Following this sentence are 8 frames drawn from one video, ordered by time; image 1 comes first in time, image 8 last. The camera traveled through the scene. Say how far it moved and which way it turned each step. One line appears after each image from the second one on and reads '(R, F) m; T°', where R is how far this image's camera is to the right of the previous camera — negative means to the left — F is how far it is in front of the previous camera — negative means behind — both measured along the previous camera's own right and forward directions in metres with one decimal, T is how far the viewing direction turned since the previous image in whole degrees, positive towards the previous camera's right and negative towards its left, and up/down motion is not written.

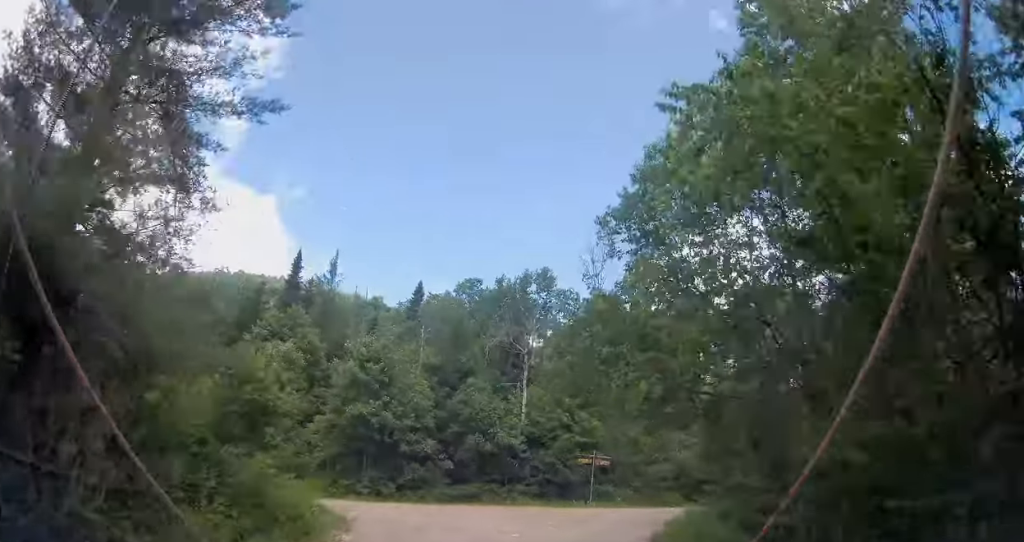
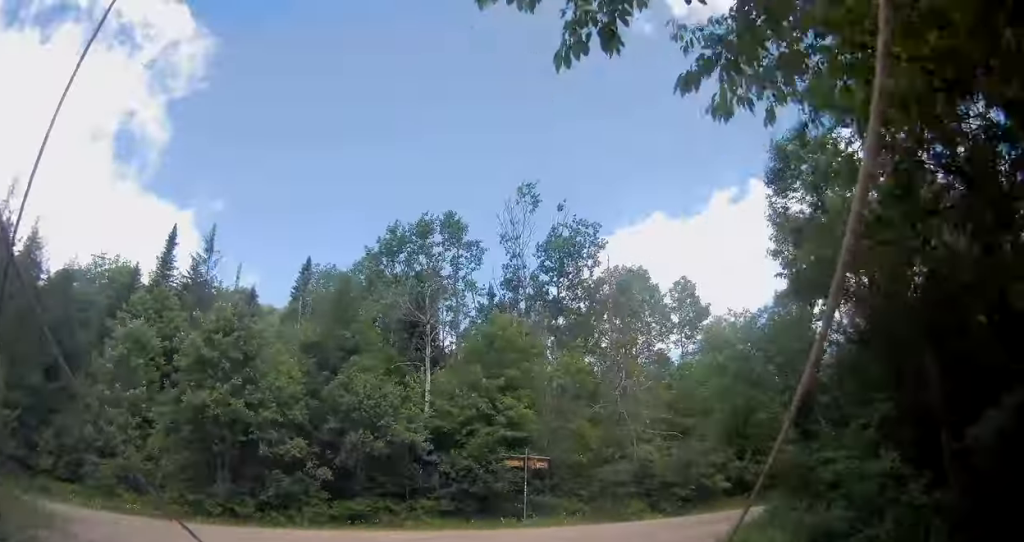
(0.0, +11.0) m; +5°
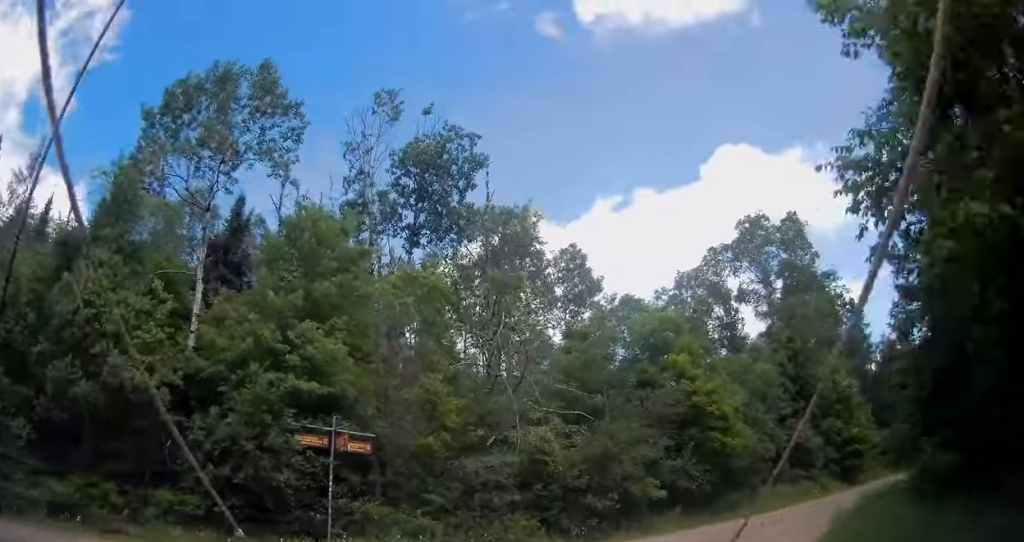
(+1.5, +13.1) m; +16°
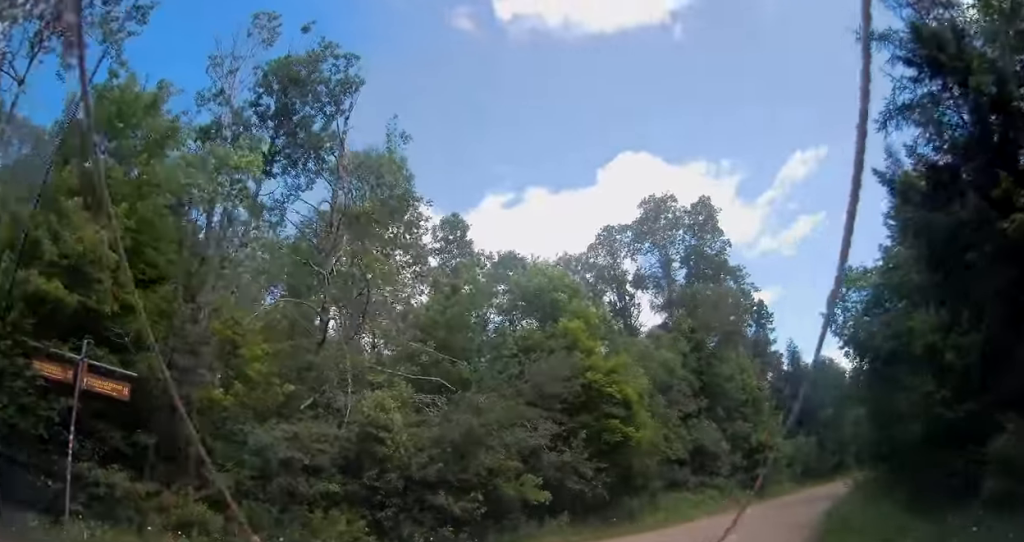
(+0.8, +5.6) m; +14°
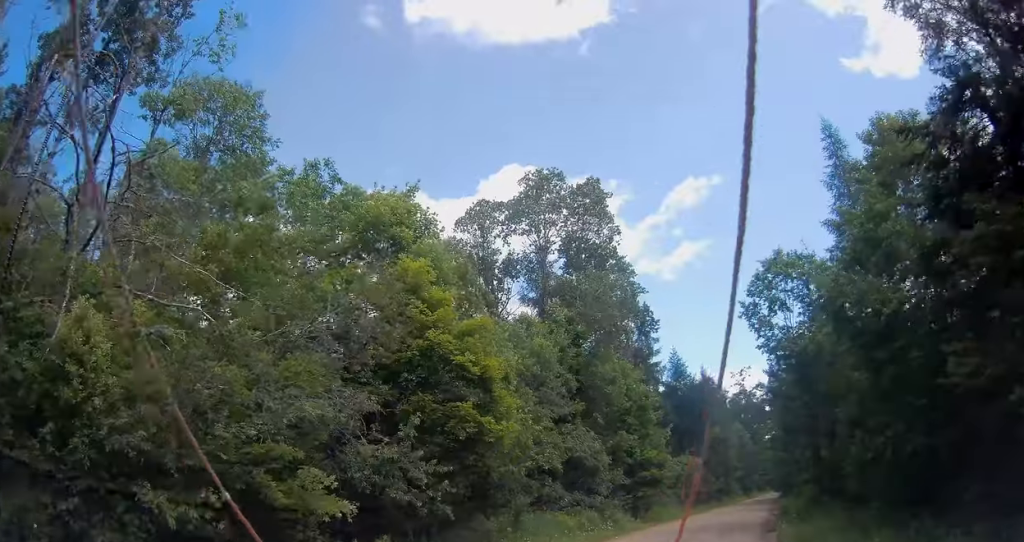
(+0.6, +5.2) m; +11°
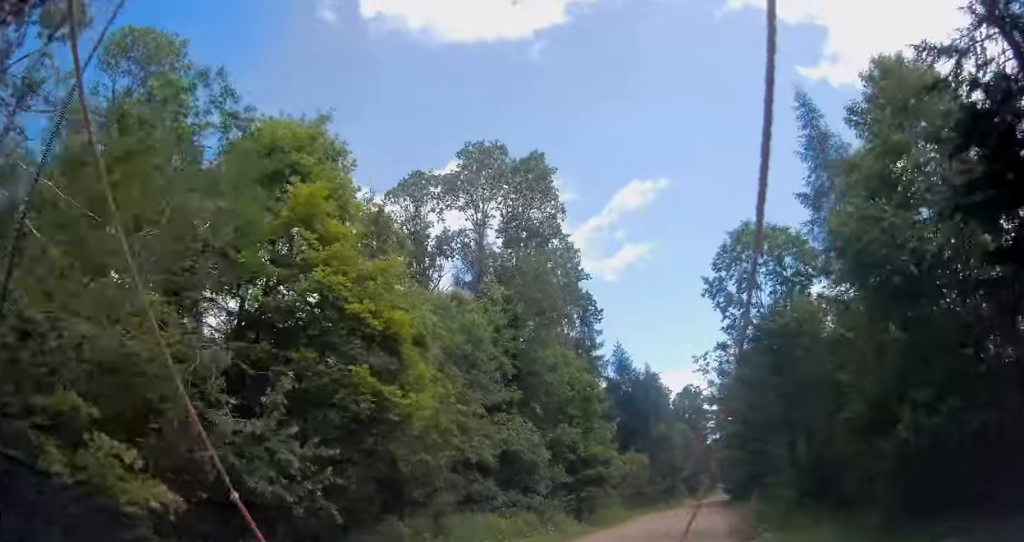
(+0.2, +2.9) m; +5°
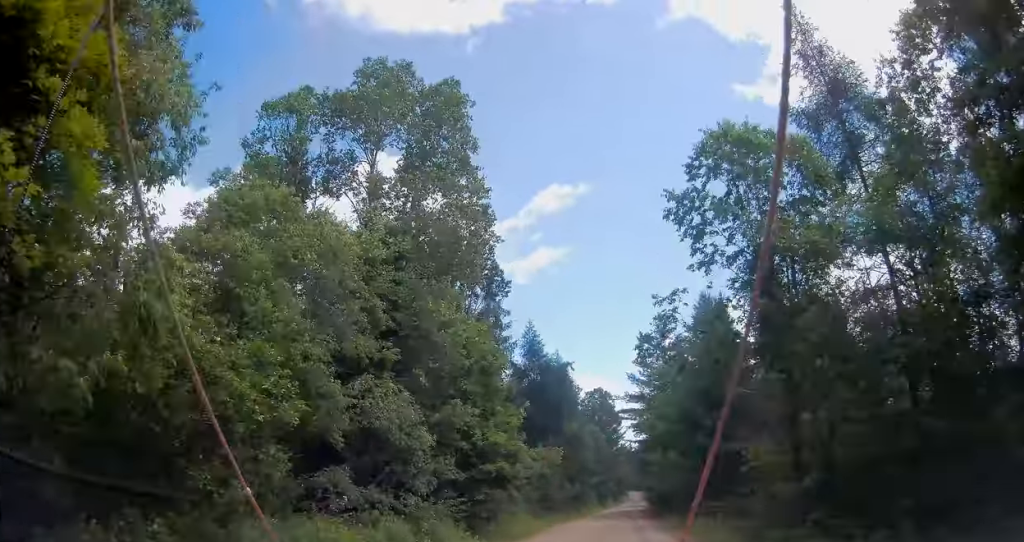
(+0.6, +6.3) m; +9°
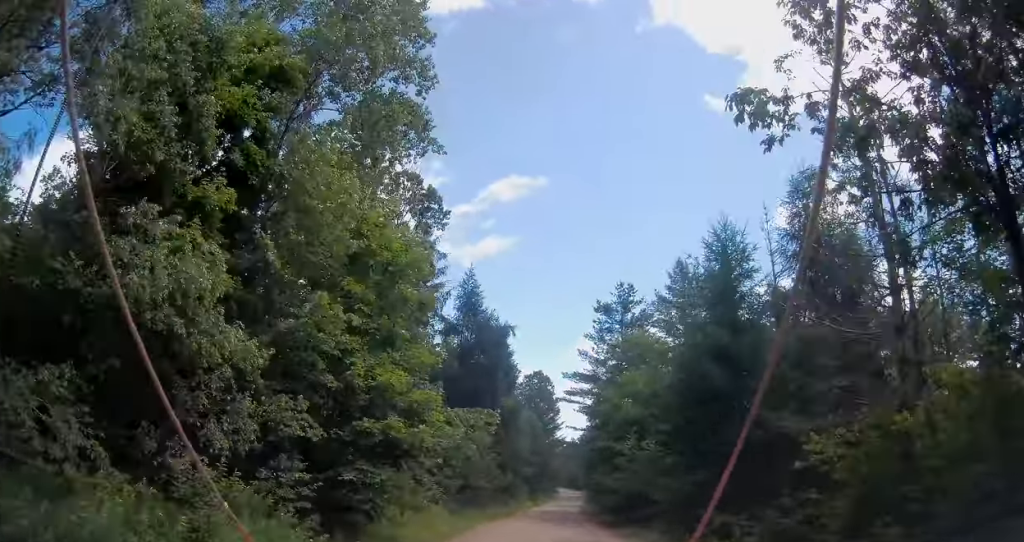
(+0.7, +8.7) m; +7°
